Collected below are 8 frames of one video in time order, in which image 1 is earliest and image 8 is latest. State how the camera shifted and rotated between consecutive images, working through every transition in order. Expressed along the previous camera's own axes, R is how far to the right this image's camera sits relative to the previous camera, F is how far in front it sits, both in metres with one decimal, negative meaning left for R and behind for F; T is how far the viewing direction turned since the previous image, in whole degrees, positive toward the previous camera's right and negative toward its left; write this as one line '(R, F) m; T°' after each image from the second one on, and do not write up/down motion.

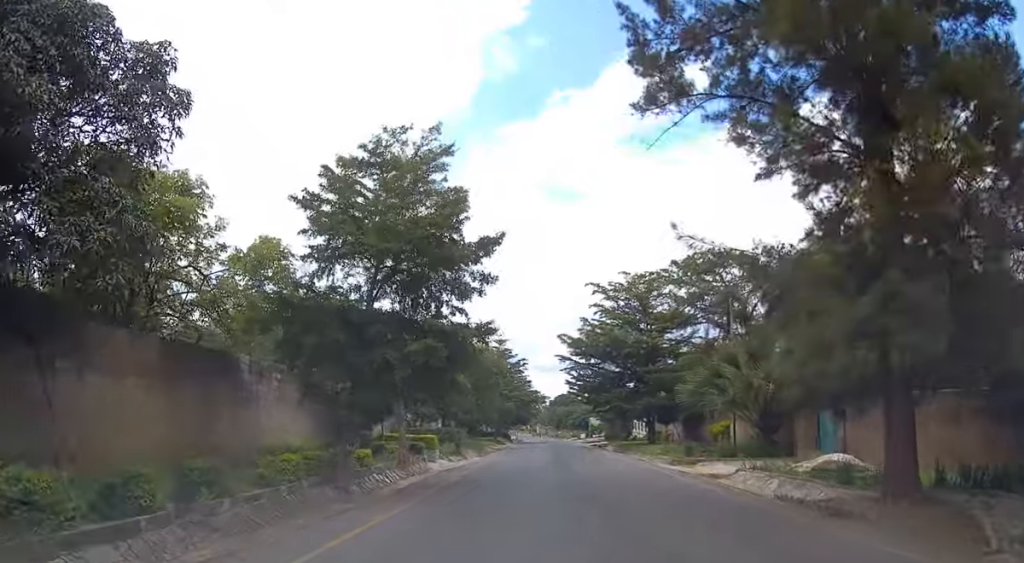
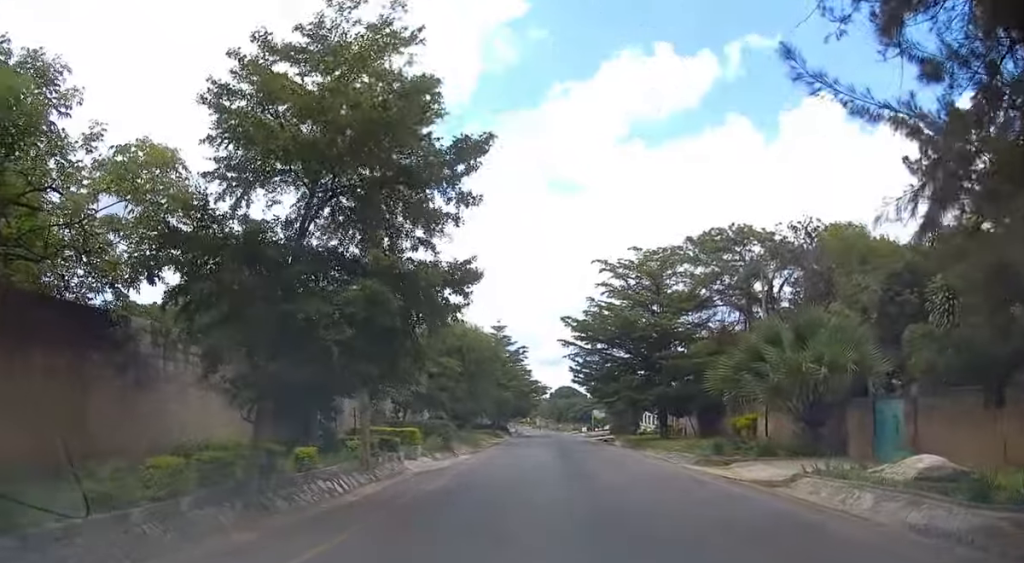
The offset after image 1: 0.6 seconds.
(0.0, +5.2) m; 0°
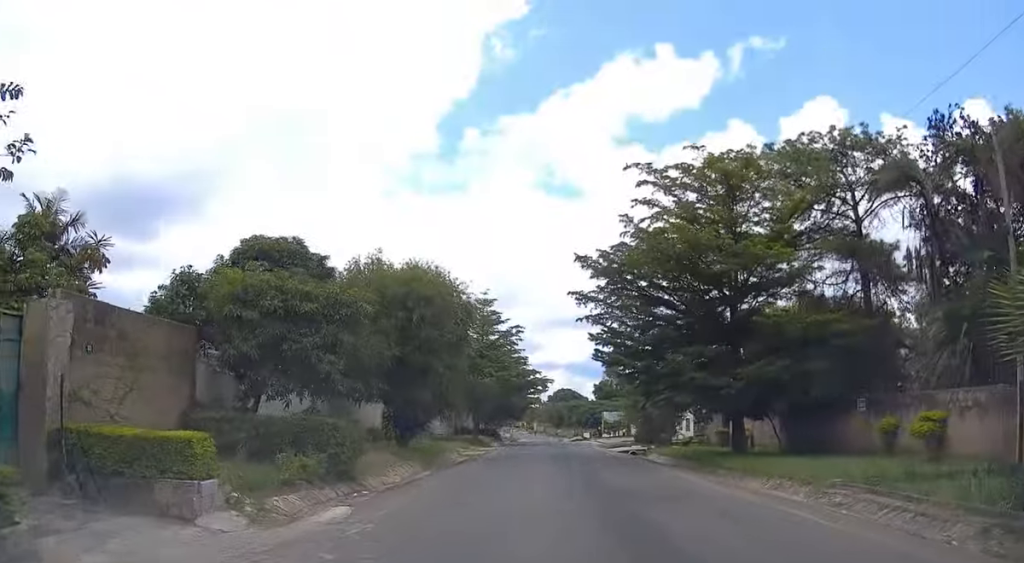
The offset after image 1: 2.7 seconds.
(-0.2, +18.1) m; -1°
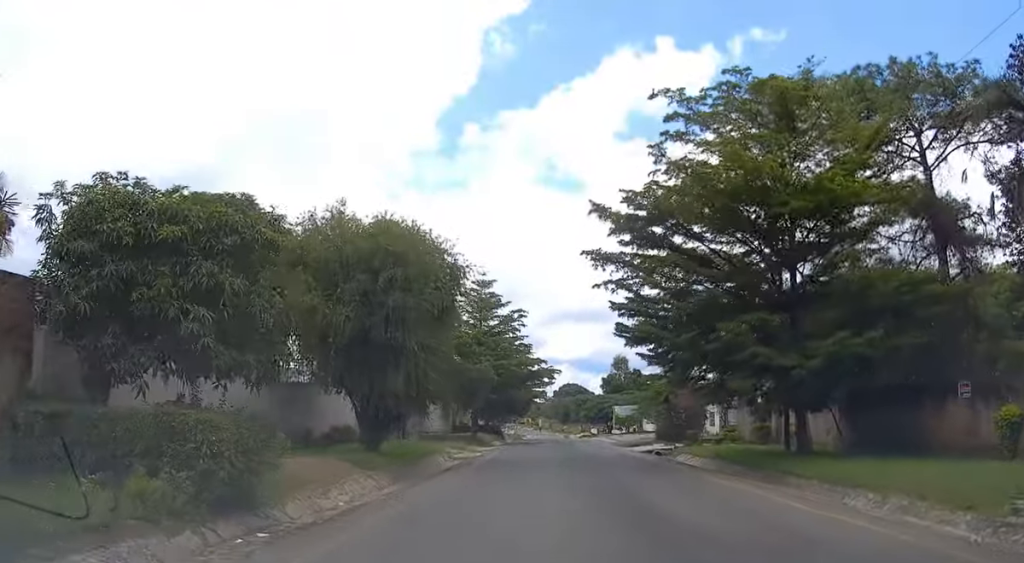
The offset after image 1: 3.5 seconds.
(0.0, +6.4) m; 0°
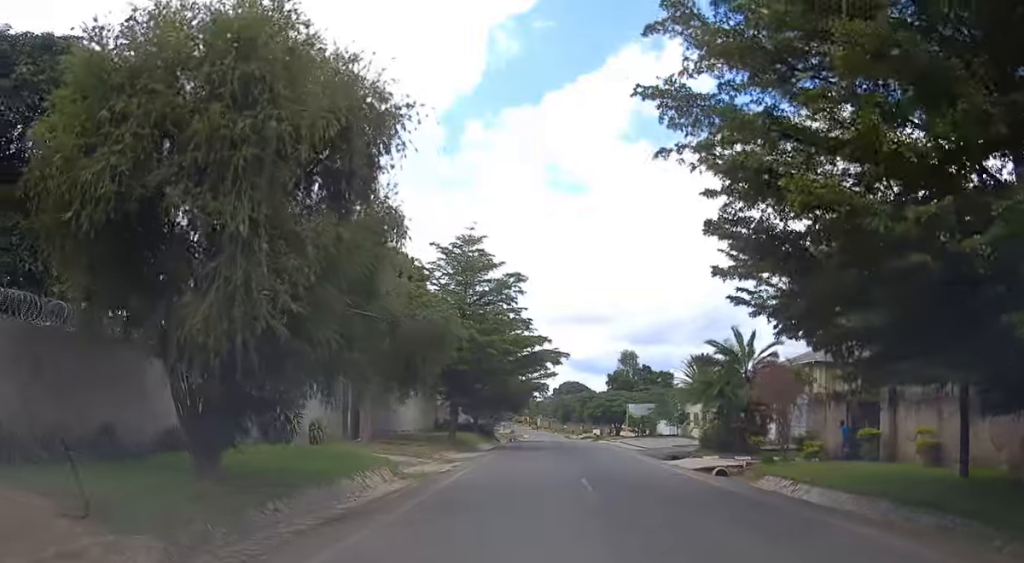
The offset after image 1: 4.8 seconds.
(0.0, +12.1) m; 0°
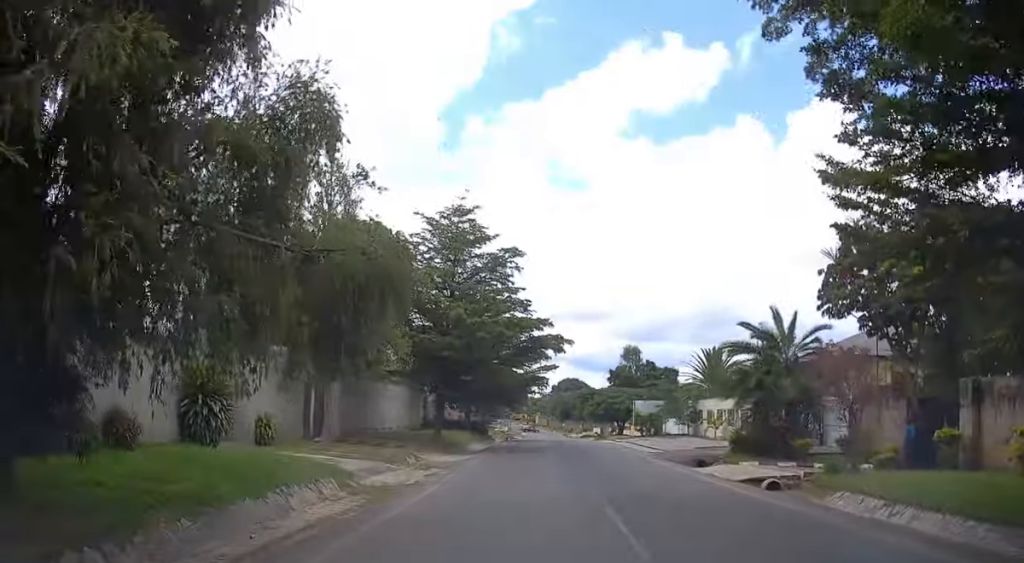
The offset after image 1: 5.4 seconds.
(+0.1, +5.2) m; 0°
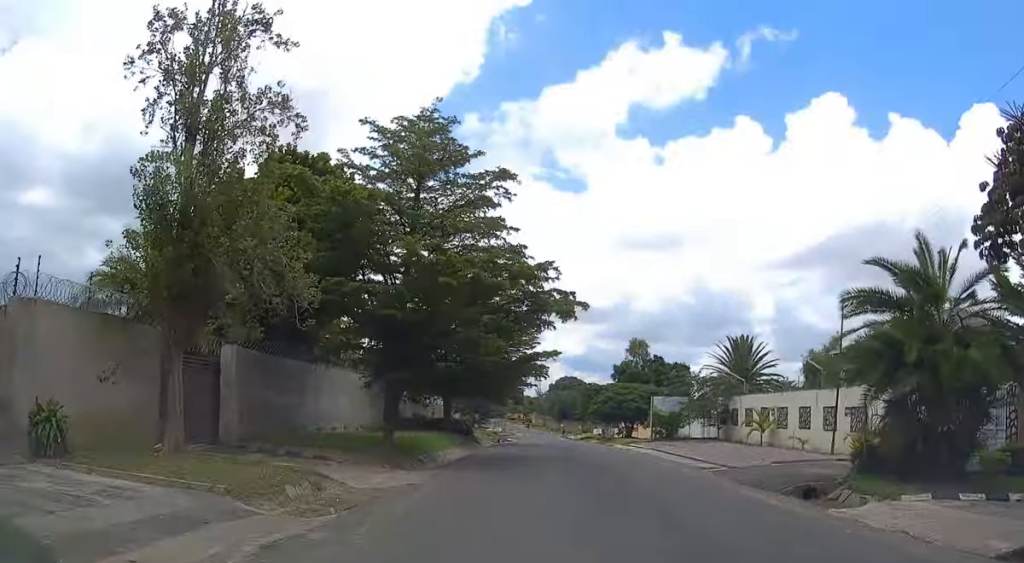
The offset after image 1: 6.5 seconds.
(-0.1, +10.5) m; +1°
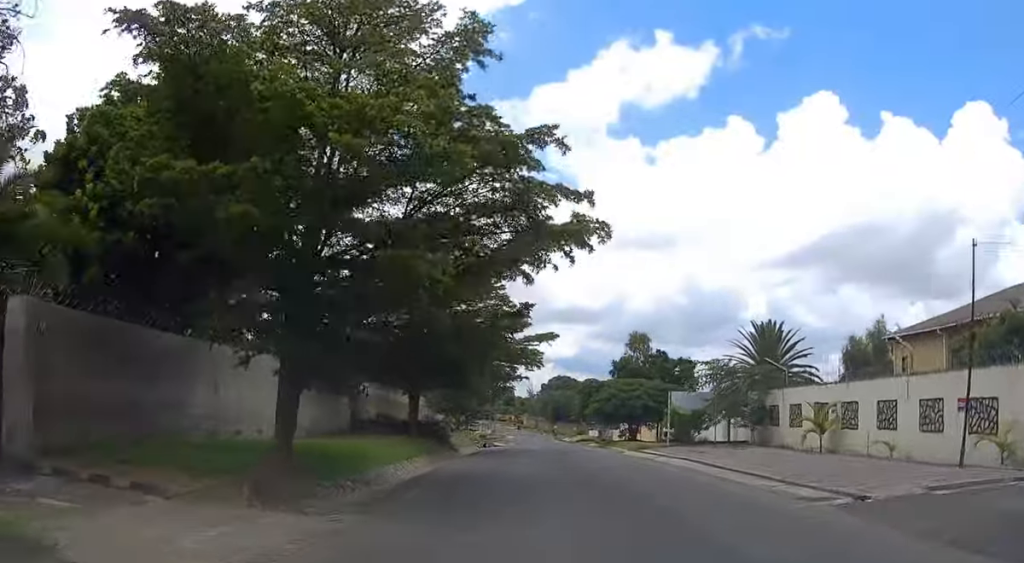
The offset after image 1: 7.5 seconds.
(+0.2, +9.0) m; +1°
